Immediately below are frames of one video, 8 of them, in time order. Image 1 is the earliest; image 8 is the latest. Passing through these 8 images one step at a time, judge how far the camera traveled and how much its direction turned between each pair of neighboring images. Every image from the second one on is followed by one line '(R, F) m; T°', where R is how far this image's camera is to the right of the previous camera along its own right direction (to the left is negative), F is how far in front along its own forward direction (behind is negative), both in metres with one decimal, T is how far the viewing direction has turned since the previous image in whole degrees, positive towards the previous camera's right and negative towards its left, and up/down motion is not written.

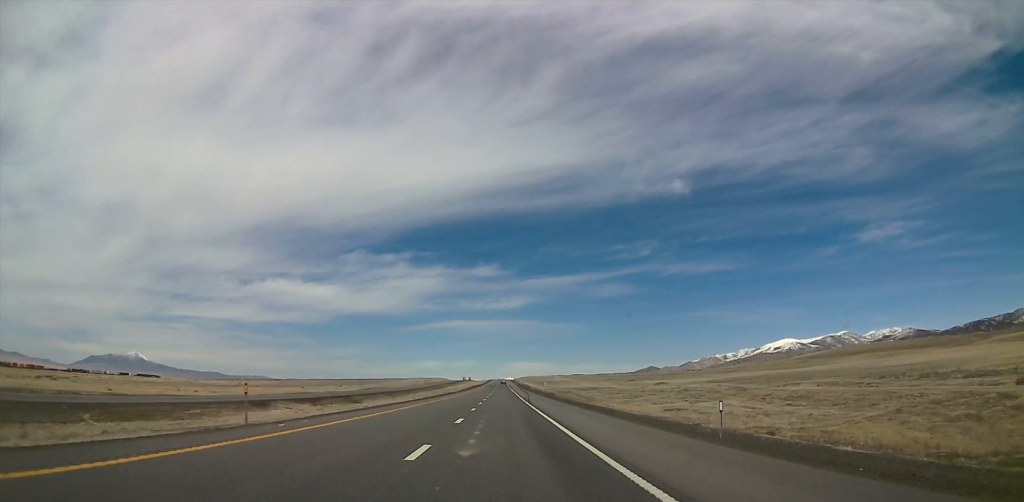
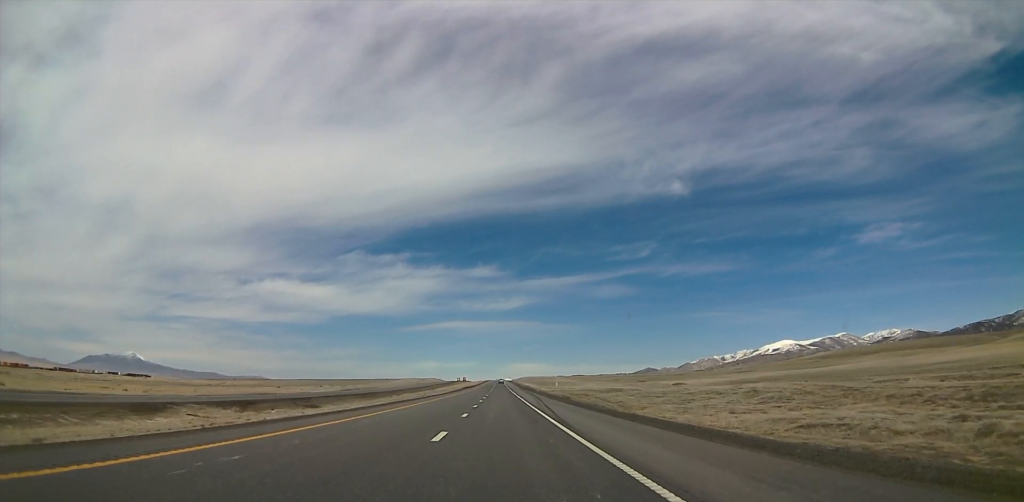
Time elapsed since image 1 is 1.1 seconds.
(+0.2, +33.4) m; 0°
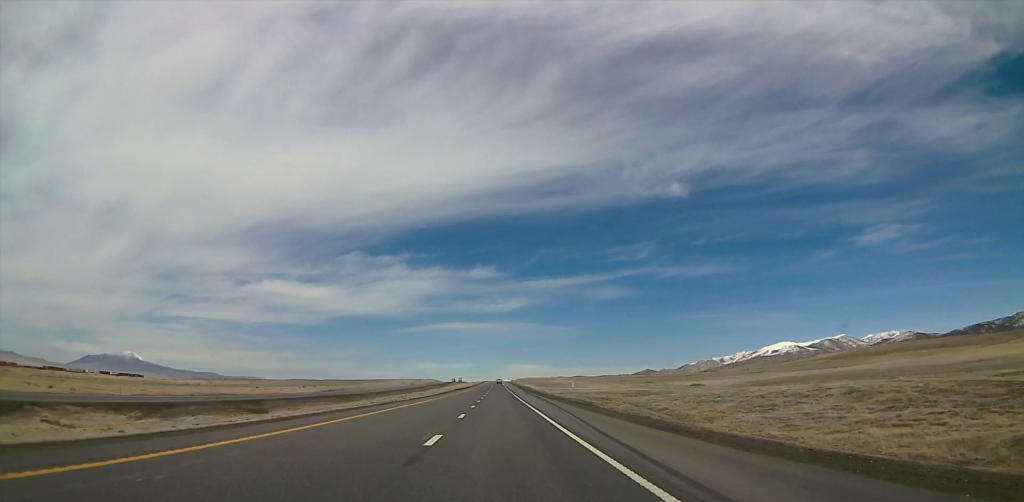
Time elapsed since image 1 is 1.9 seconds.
(-0.2, +25.9) m; -1°
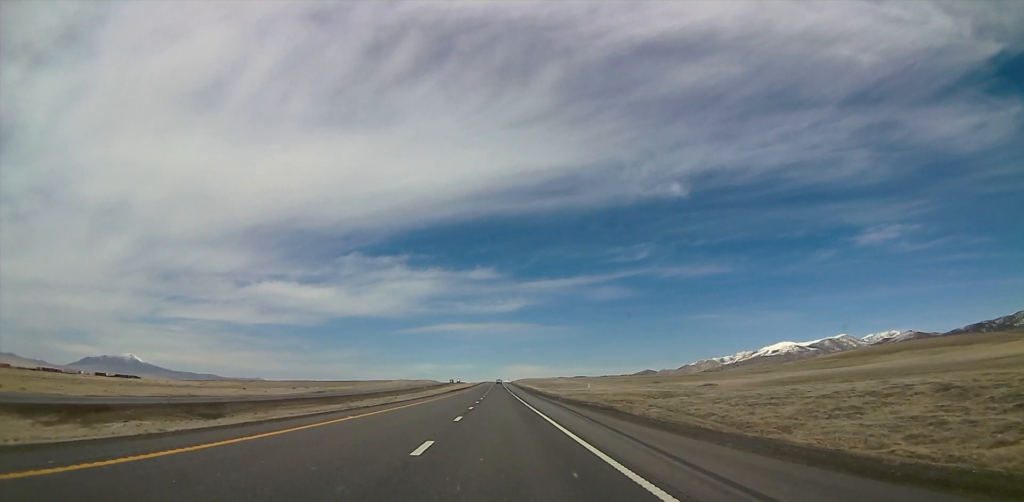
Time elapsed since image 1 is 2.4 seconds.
(0.0, +14.4) m; 0°
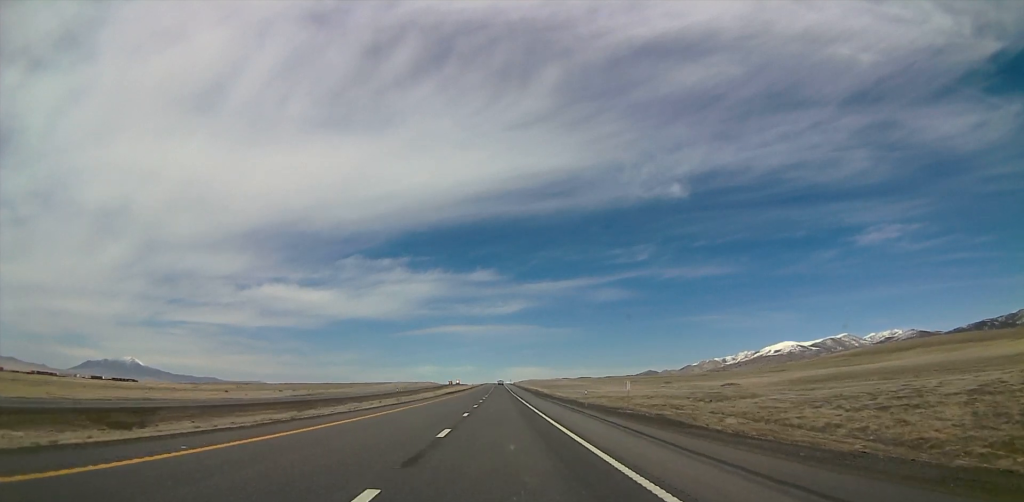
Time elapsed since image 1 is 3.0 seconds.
(0.0, +19.5) m; +1°
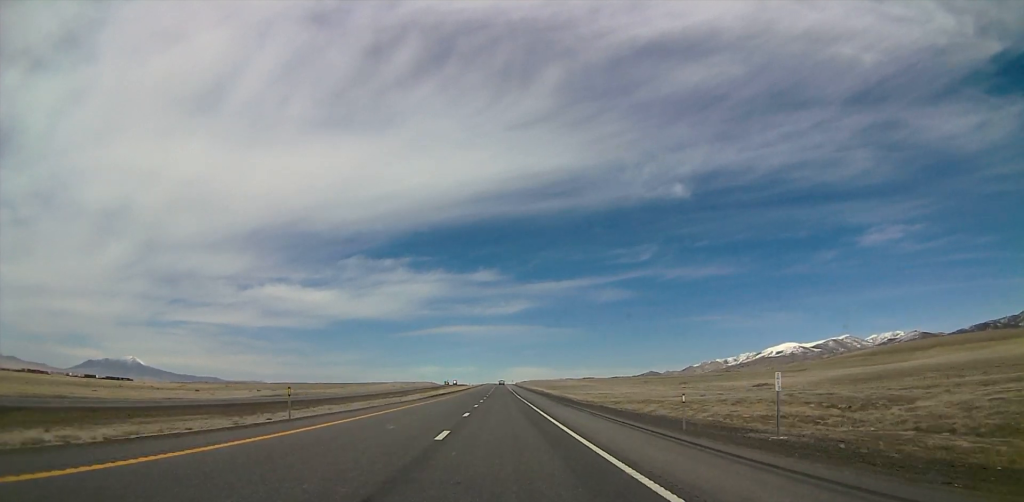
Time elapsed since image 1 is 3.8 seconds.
(-0.1, +24.6) m; +1°
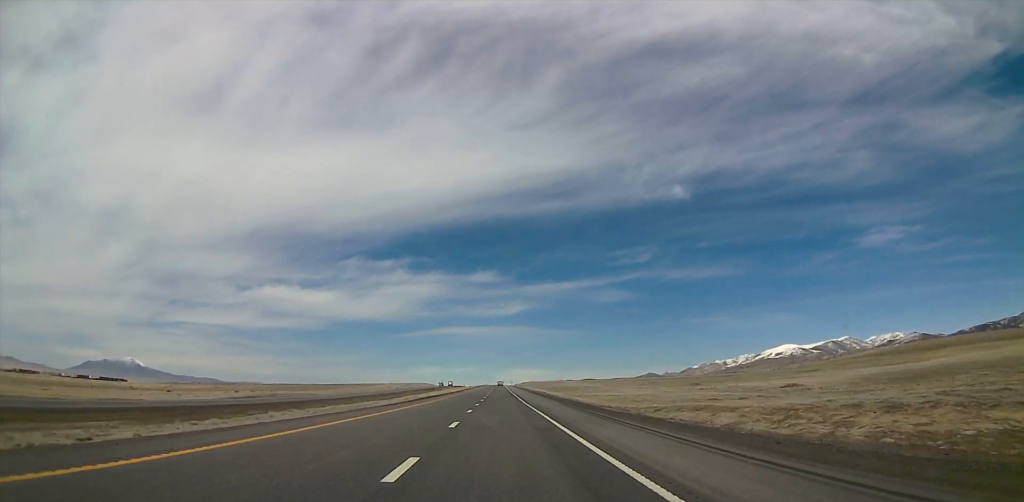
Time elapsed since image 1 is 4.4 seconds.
(+0.6, +19.6) m; 0°
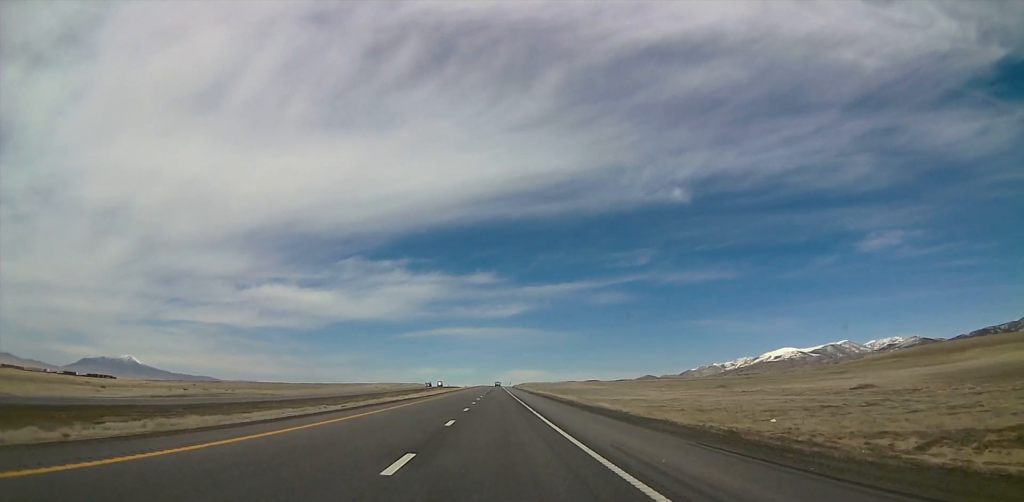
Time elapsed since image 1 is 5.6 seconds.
(-0.6, +36.3) m; -3°
